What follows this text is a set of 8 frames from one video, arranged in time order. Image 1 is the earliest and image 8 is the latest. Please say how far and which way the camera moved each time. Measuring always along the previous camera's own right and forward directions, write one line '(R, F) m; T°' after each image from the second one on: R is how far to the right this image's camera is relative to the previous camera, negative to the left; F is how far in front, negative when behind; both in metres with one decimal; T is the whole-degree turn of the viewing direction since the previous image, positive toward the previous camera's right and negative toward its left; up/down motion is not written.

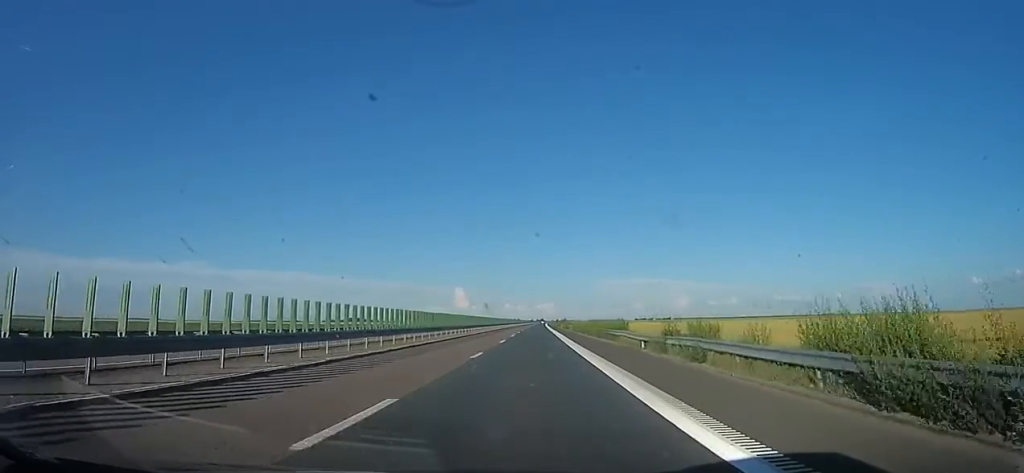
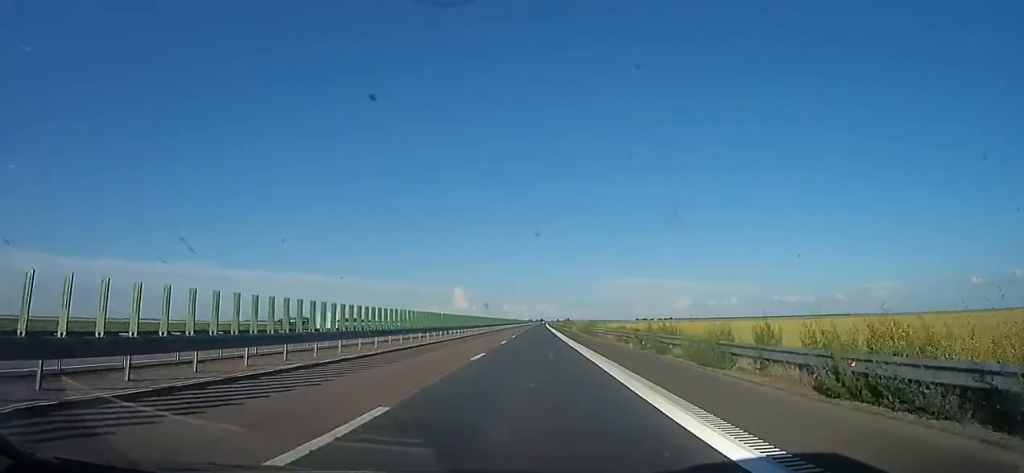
(0.0, +37.1) m; 0°
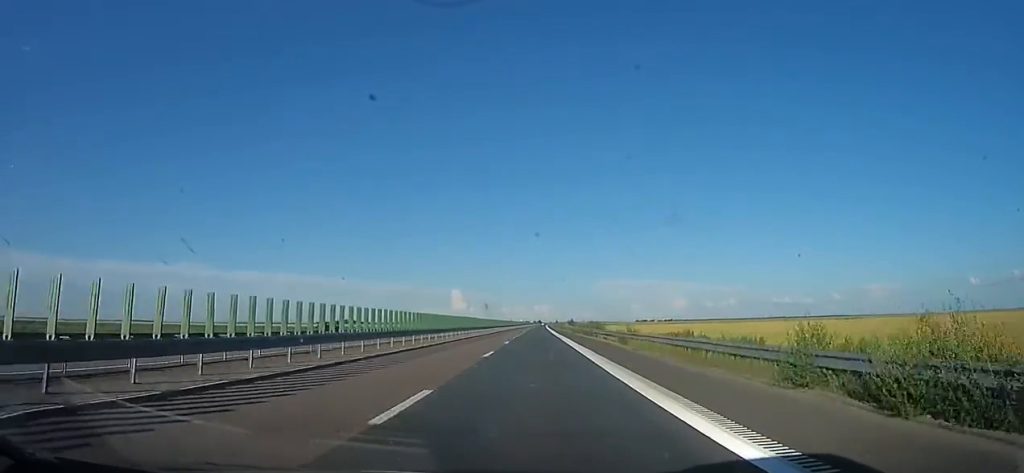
(0.0, +45.9) m; +2°
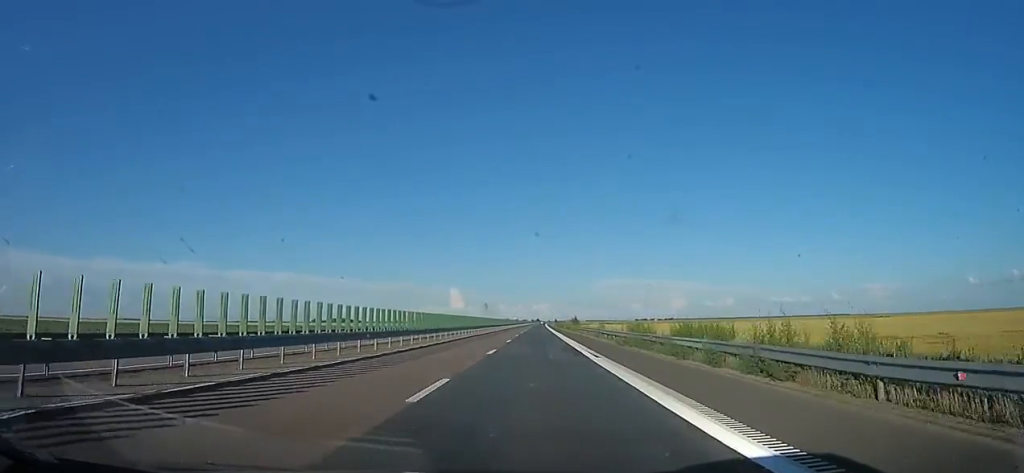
(+1.1, +34.5) m; +1°
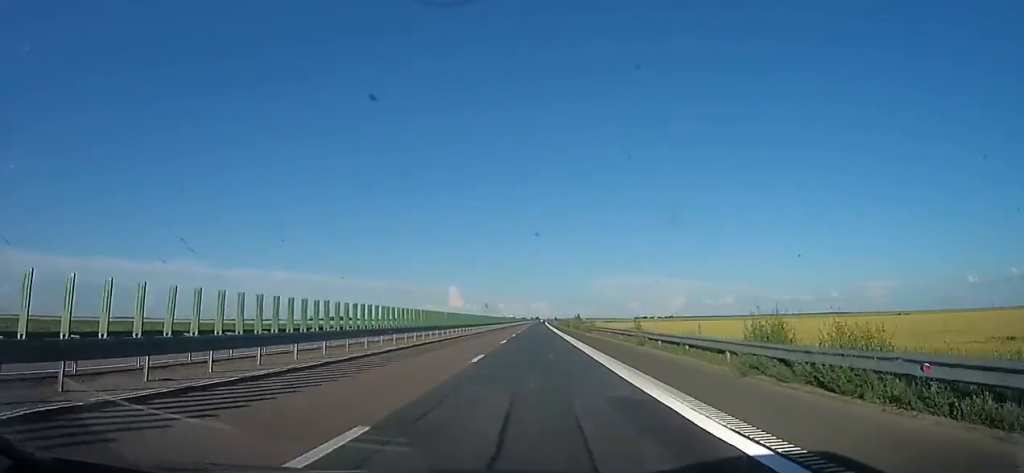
(+0.2, +17.2) m; 0°
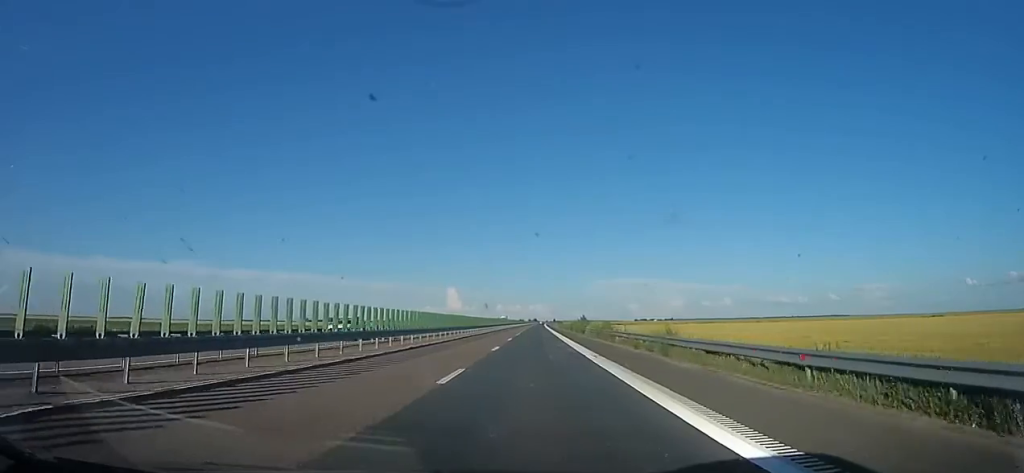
(-1.0, +28.4) m; -2°
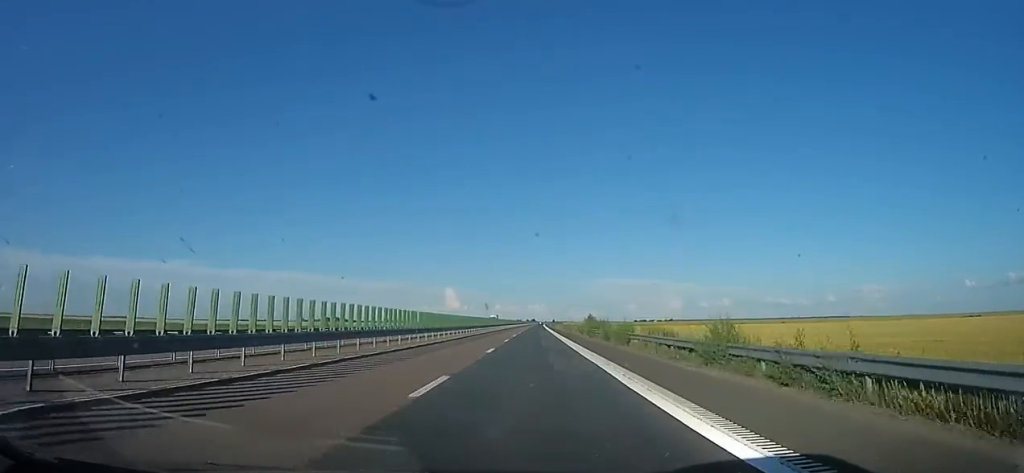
(0.0, +25.9) m; 0°
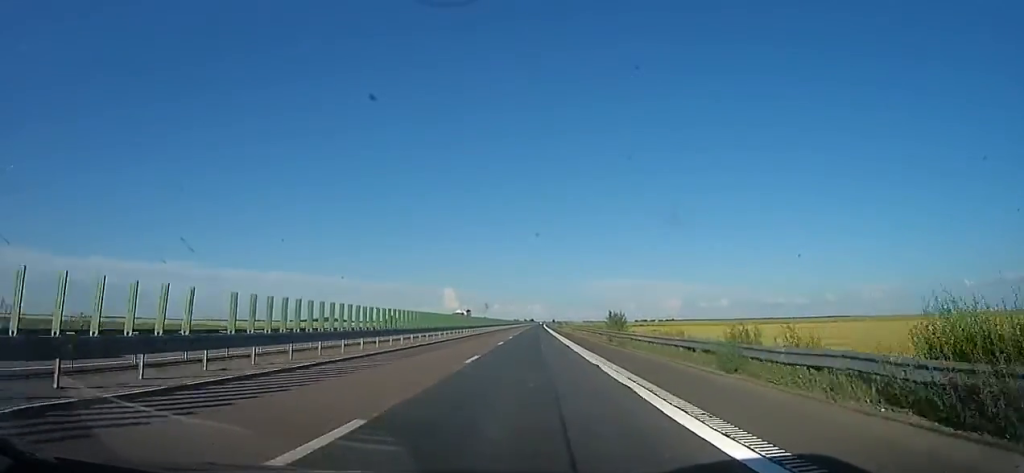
(-0.1, +41.5) m; +2°
